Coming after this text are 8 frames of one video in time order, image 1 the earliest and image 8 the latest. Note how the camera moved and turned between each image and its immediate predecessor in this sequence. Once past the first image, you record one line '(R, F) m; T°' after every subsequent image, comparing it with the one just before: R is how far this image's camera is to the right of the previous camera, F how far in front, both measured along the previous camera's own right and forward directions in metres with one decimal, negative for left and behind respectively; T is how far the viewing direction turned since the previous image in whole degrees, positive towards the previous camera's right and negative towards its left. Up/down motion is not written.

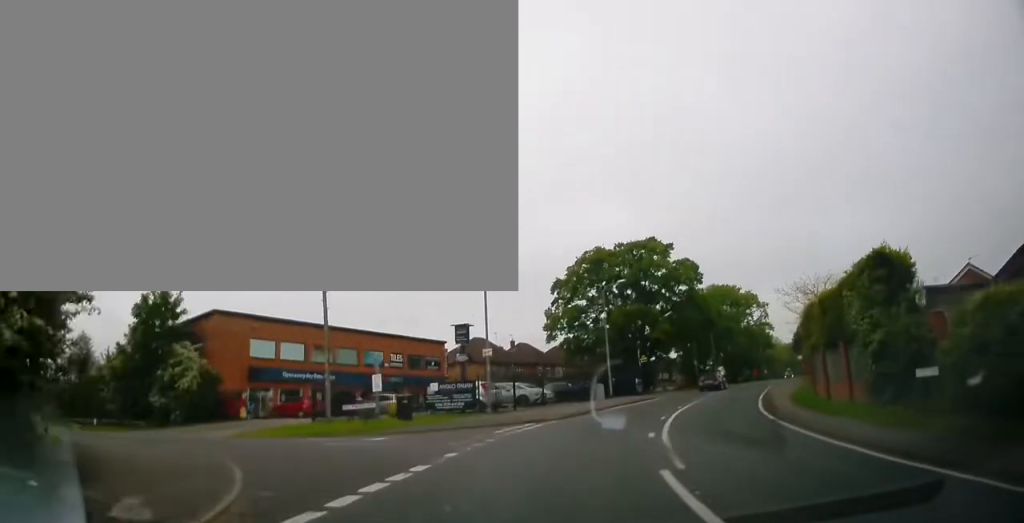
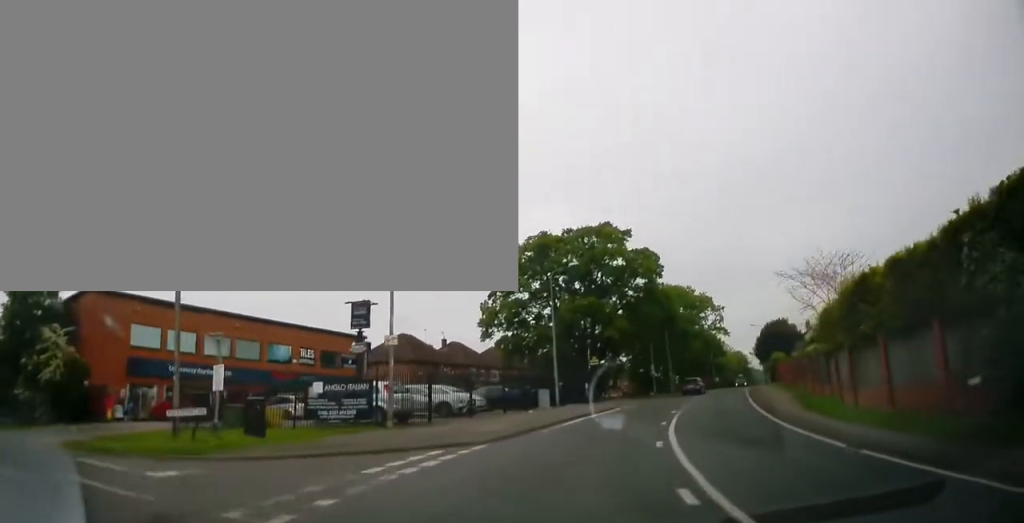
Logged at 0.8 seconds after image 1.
(+0.5, +8.2) m; +5°
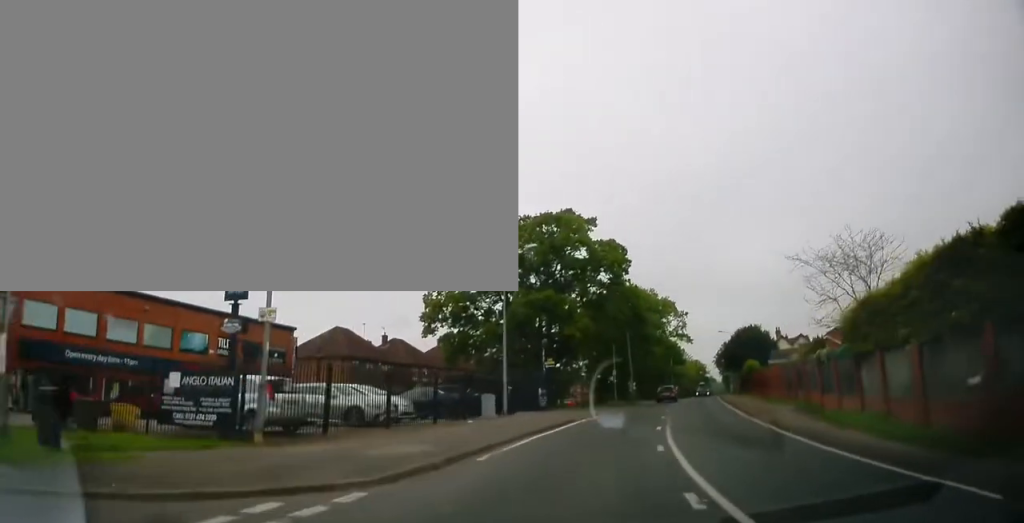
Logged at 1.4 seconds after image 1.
(+0.2, +5.7) m; +4°
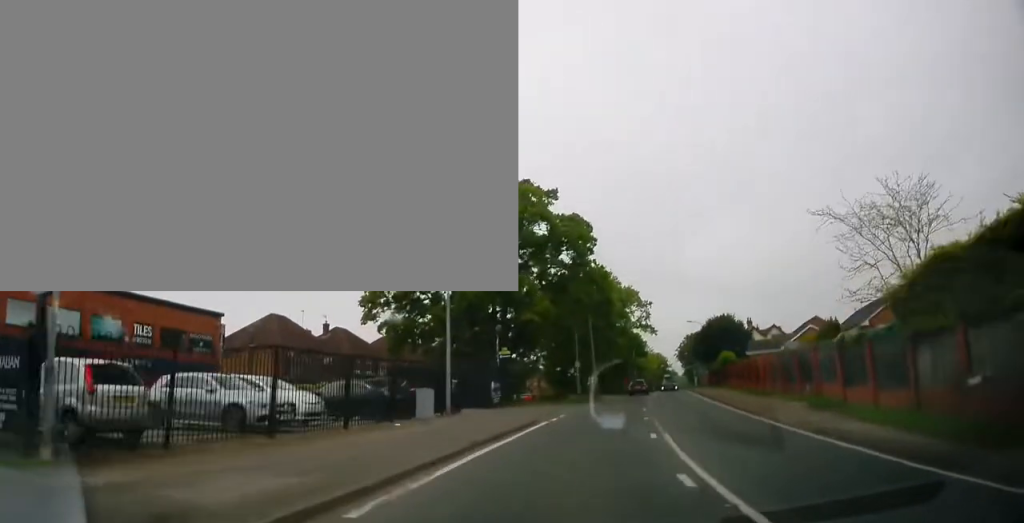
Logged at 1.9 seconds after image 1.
(-0.1, +5.4) m; +4°
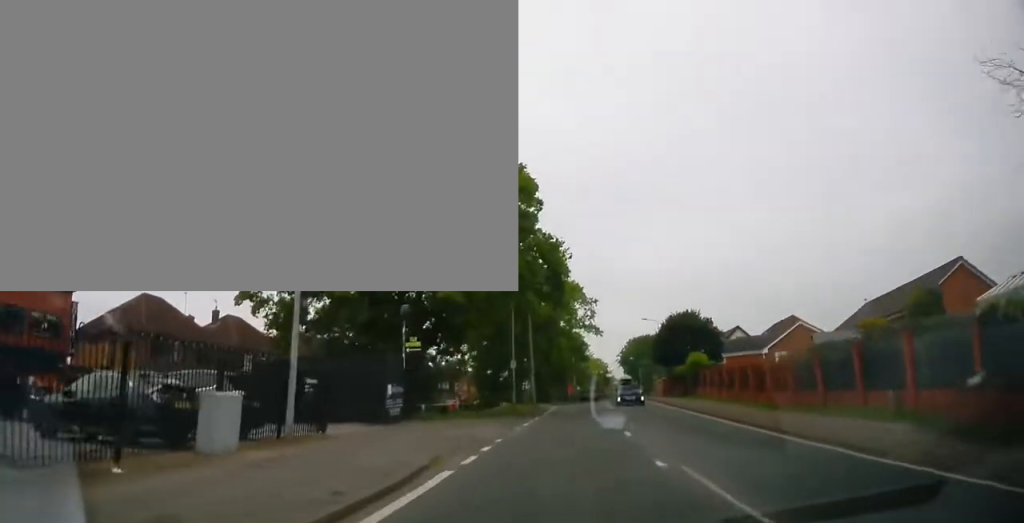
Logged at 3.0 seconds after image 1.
(+1.0, +10.7) m; +6°
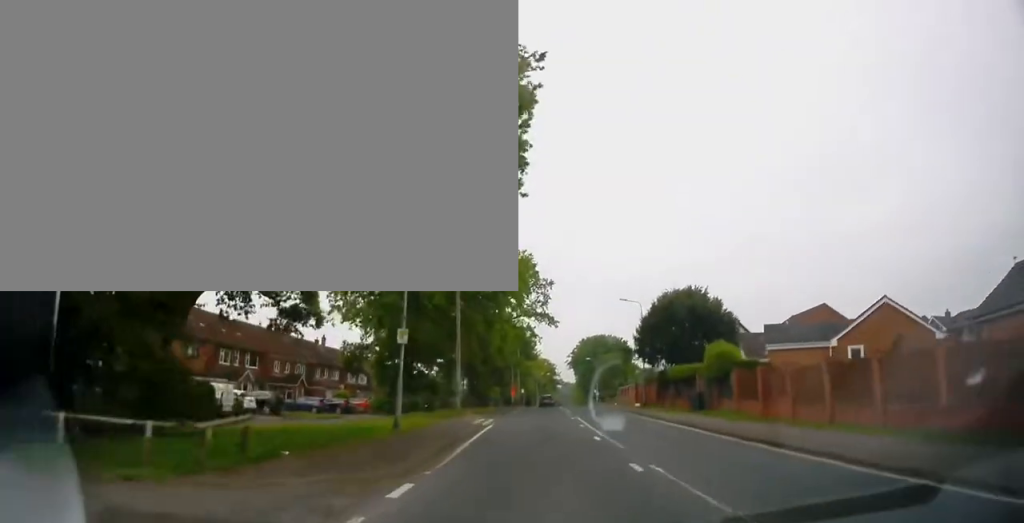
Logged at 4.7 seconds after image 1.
(+0.7, +18.6) m; +5°
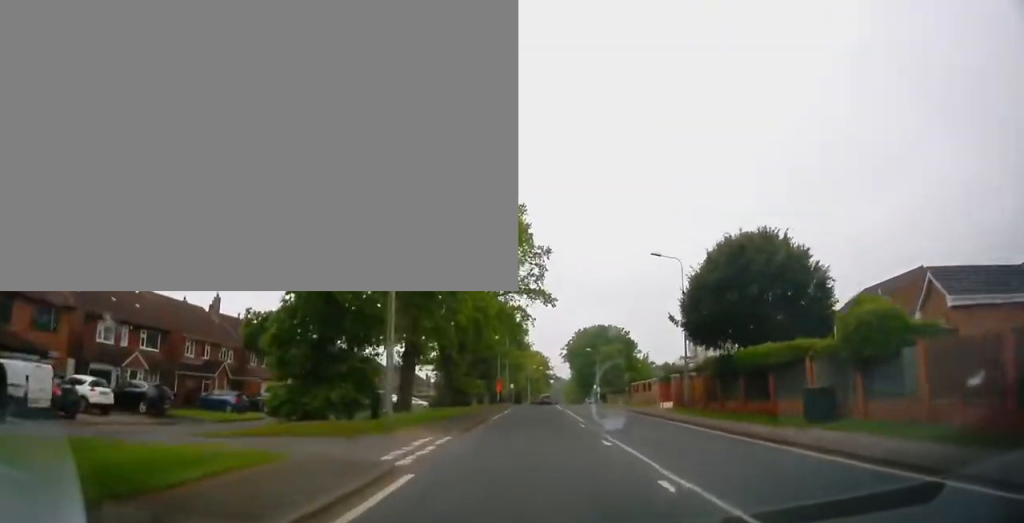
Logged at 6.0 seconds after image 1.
(+0.4, +14.7) m; +1°
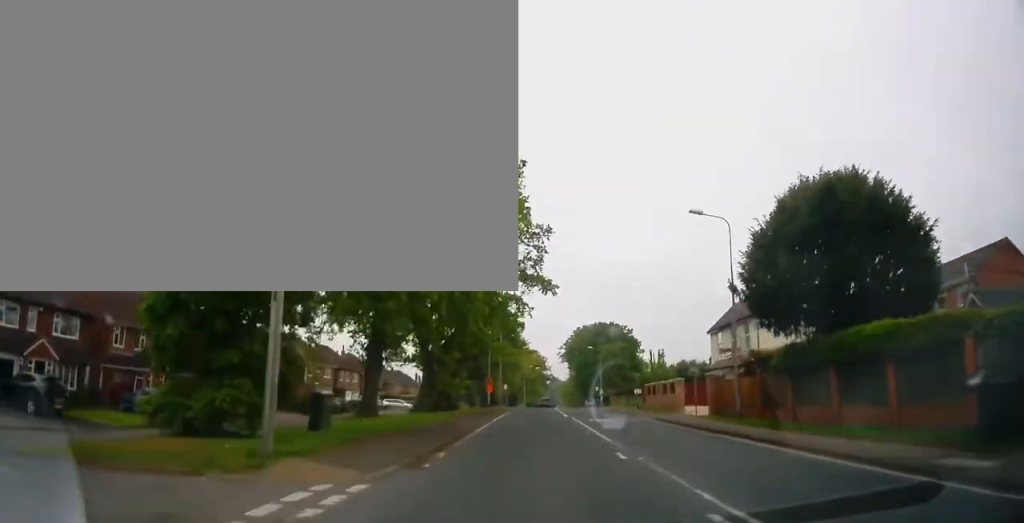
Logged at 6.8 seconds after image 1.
(-0.1, +8.4) m; +1°
